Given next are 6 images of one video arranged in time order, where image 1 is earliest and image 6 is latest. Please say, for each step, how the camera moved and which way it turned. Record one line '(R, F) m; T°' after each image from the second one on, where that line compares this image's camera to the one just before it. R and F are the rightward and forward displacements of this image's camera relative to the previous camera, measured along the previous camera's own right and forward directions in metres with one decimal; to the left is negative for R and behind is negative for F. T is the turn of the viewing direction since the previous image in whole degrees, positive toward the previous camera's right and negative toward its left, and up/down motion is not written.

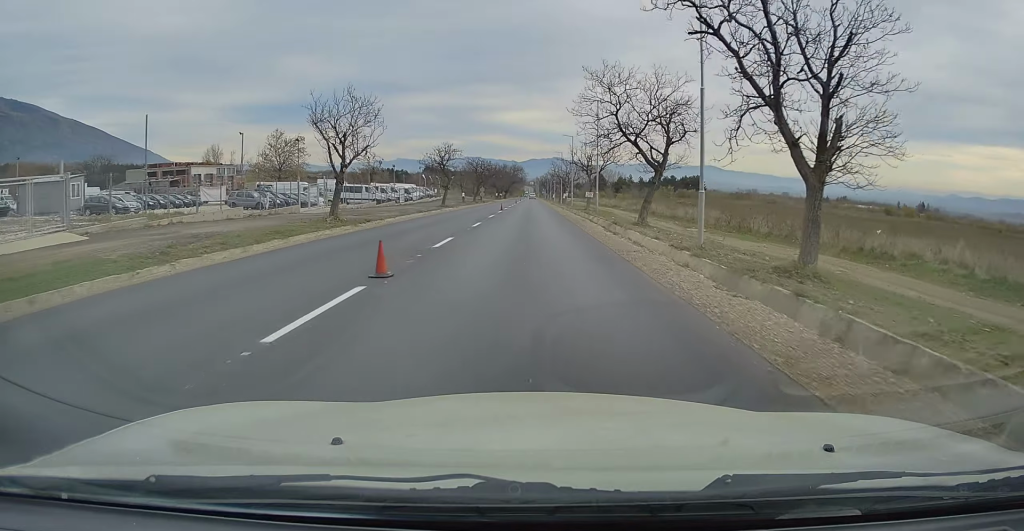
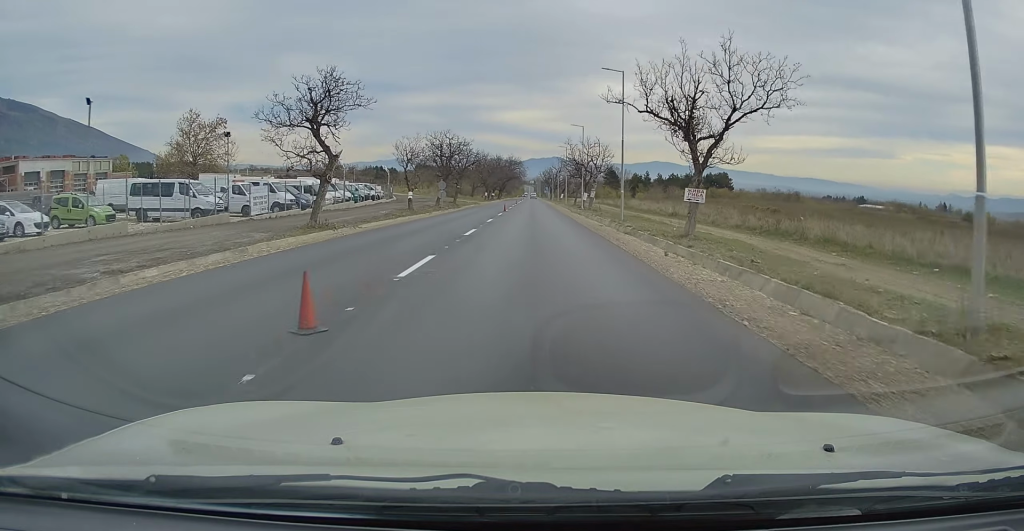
(0.0, +41.3) m; 0°
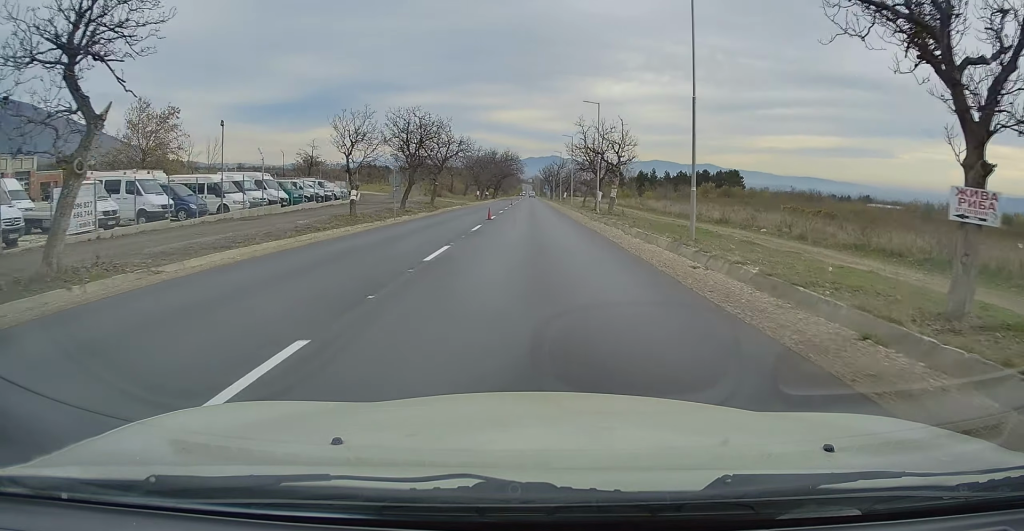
(-0.1, +16.2) m; +1°
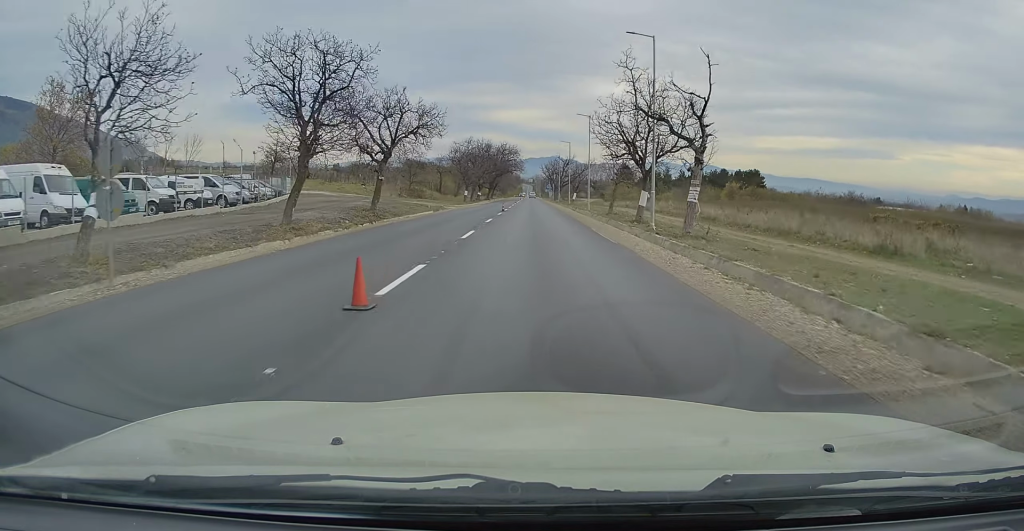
(+0.4, +22.1) m; +1°
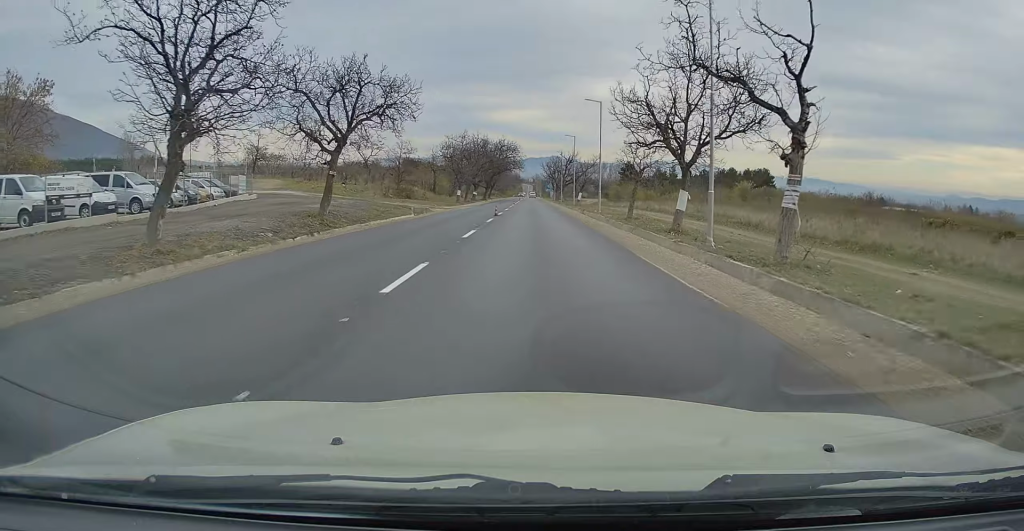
(0.0, +9.0) m; 0°
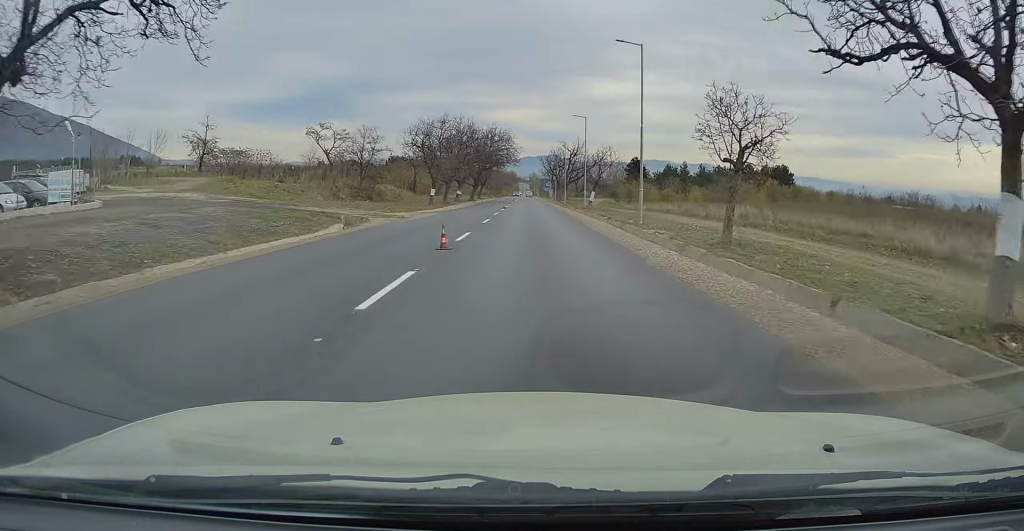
(-0.2, +19.2) m; -1°
